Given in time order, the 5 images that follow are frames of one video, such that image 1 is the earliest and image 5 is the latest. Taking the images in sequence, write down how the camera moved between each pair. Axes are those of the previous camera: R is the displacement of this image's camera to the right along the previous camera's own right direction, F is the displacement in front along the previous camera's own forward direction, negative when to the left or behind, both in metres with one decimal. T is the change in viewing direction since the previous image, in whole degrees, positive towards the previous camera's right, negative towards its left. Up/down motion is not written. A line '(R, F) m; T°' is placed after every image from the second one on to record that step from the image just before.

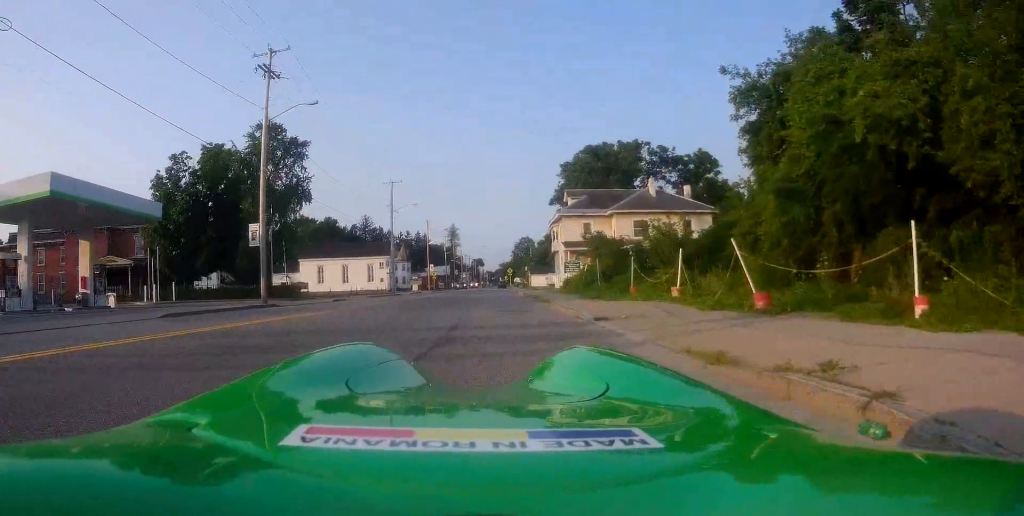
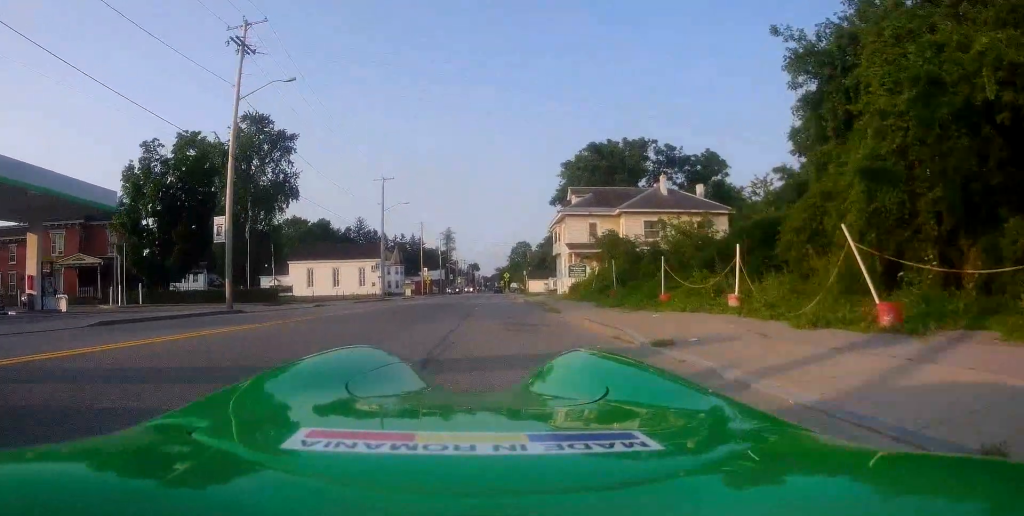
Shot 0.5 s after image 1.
(0.0, +4.5) m; 0°
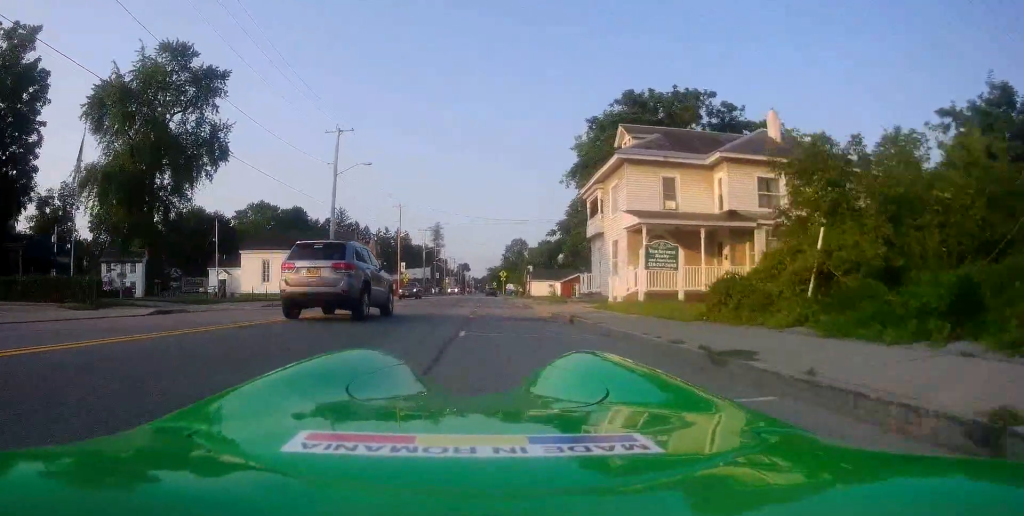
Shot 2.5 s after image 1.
(+0.9, +19.5) m; +3°
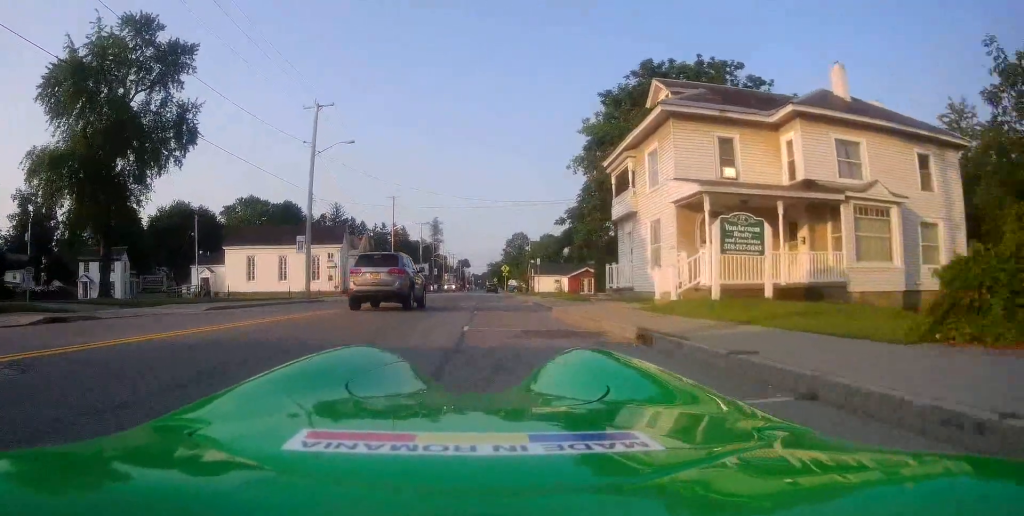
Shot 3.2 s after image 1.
(-0.2, +6.3) m; 0°
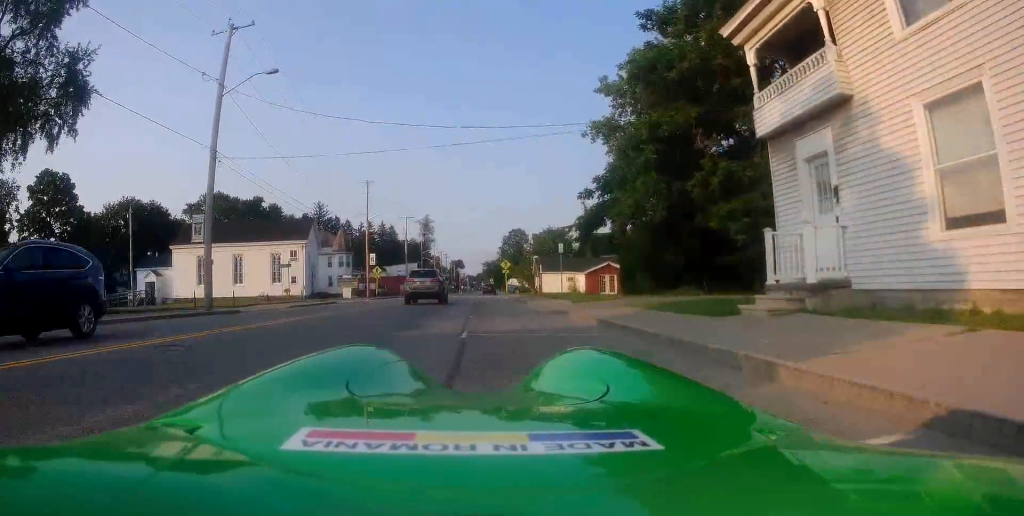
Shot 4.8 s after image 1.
(+0.1, +14.8) m; -2°
